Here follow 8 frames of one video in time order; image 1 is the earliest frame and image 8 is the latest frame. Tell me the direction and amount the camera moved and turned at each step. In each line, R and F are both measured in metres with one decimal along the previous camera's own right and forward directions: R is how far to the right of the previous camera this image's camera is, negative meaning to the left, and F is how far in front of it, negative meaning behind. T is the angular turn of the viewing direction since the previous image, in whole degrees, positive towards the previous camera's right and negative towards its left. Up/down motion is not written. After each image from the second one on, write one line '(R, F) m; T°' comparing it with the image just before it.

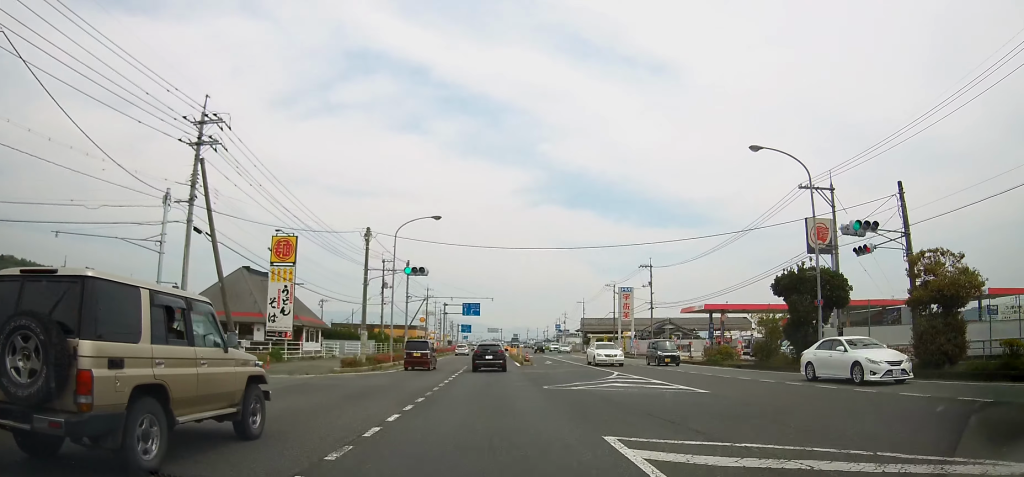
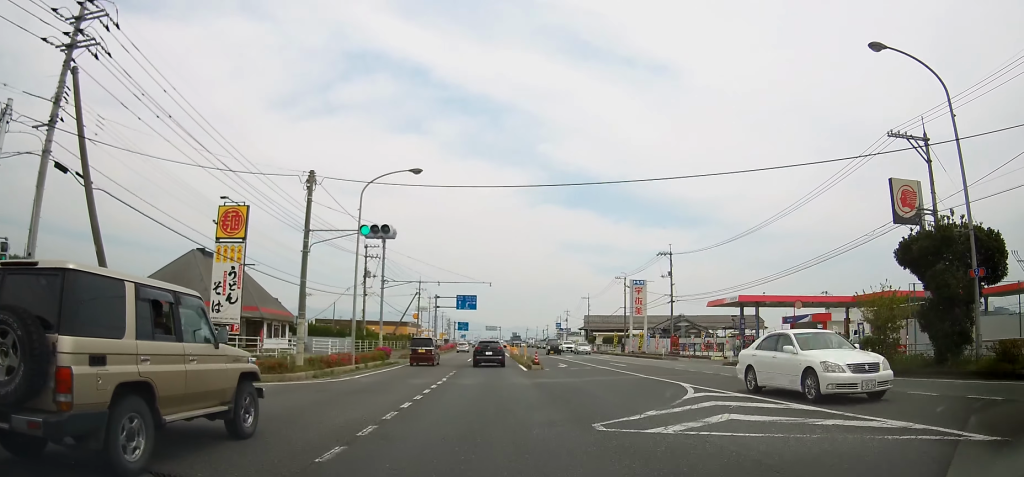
(0.0, +9.5) m; 0°
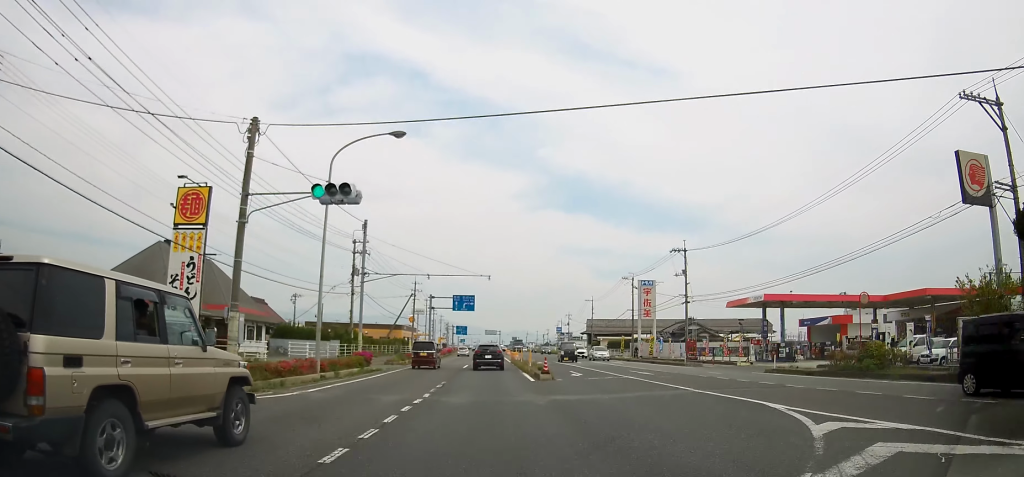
(0.0, +5.4) m; 0°
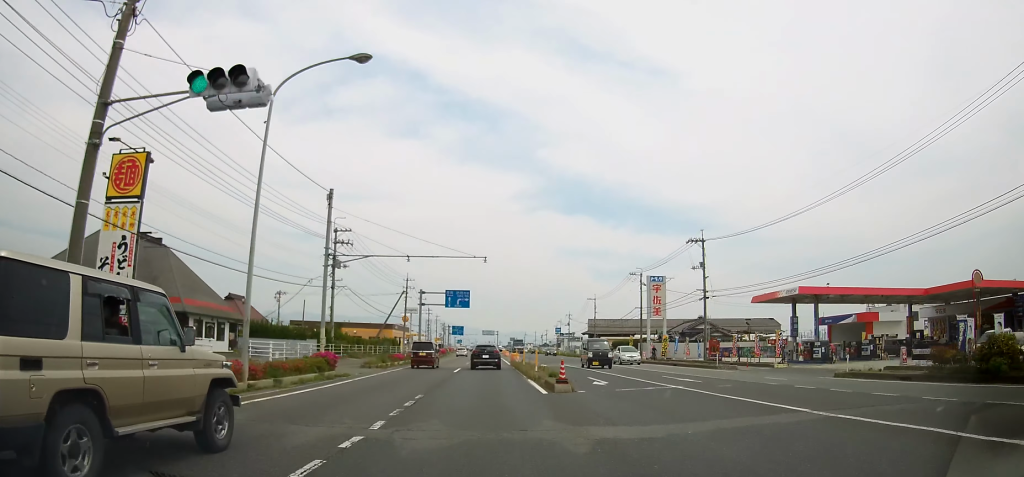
(0.0, +6.5) m; 0°
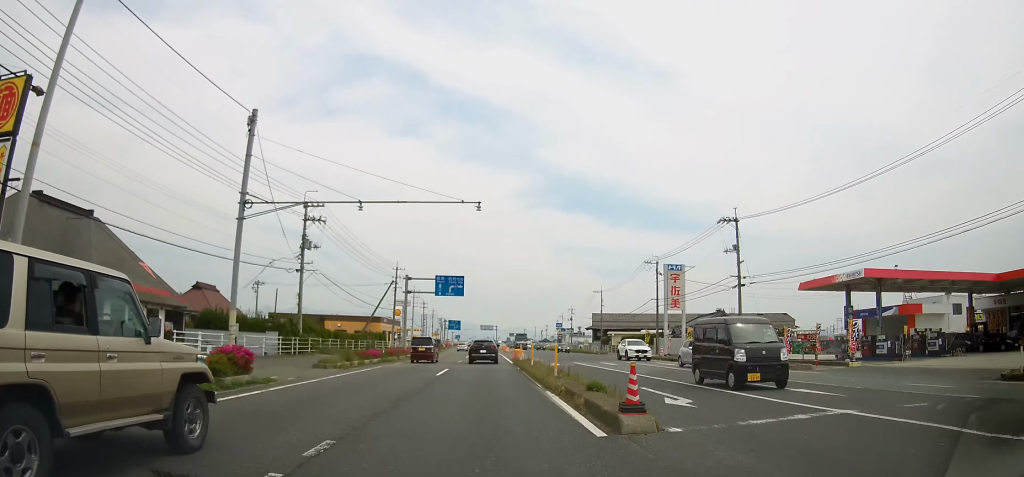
(0.0, +8.6) m; 0°
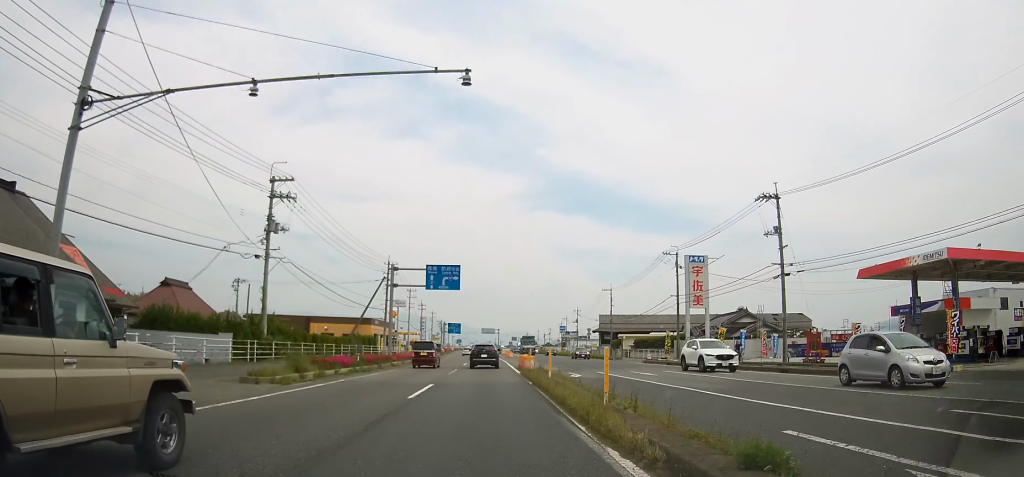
(0.0, +7.4) m; 0°
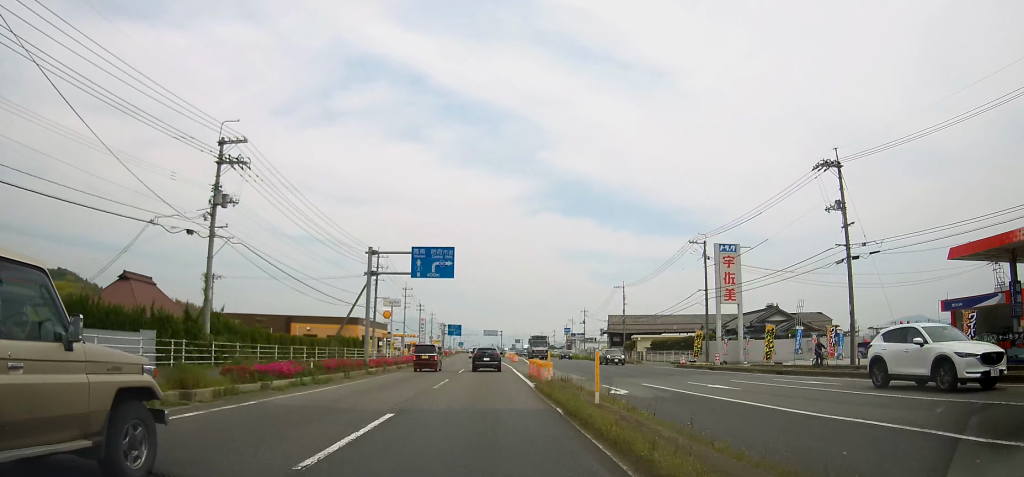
(-0.1, +8.4) m; -1°
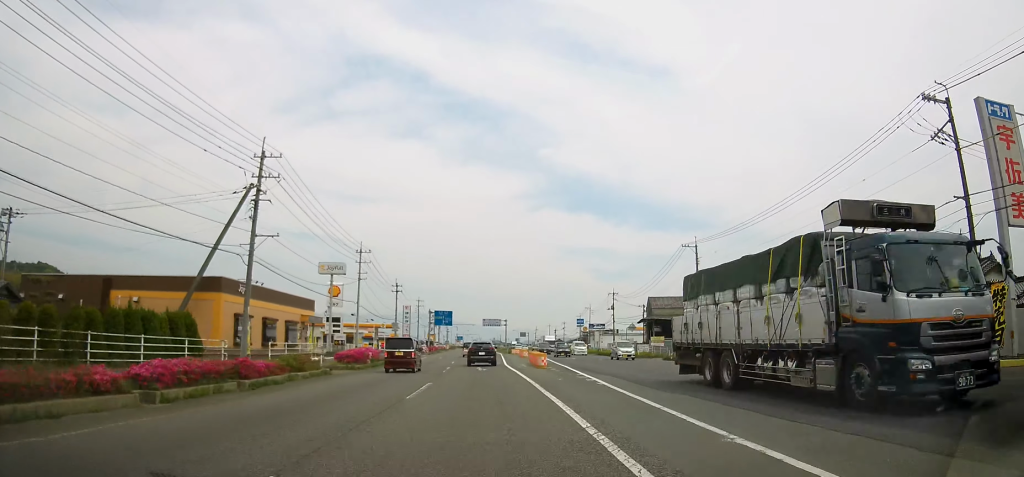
(0.0, +35.5) m; +1°
